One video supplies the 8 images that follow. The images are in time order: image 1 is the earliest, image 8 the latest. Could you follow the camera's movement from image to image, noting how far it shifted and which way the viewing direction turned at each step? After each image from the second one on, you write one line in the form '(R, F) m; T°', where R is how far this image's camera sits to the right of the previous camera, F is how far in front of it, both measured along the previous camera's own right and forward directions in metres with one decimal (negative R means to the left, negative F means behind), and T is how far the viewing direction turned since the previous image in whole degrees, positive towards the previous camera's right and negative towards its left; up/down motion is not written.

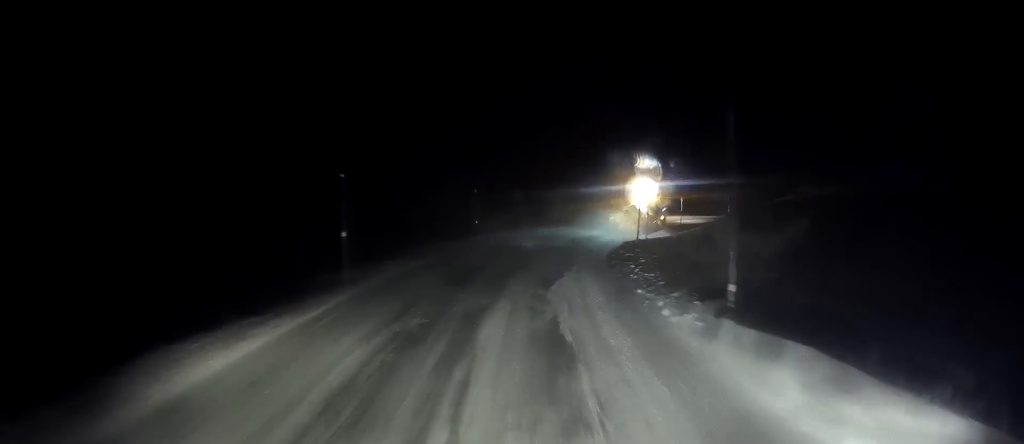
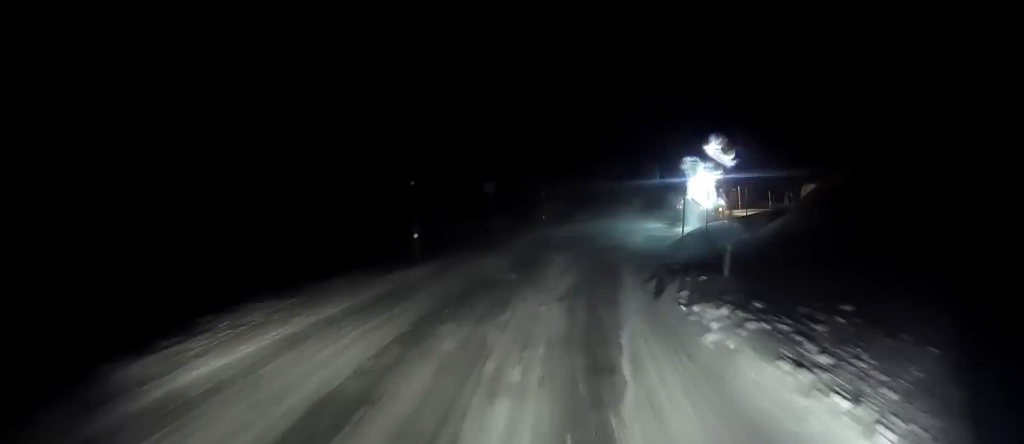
(+0.4, +13.3) m; +2°
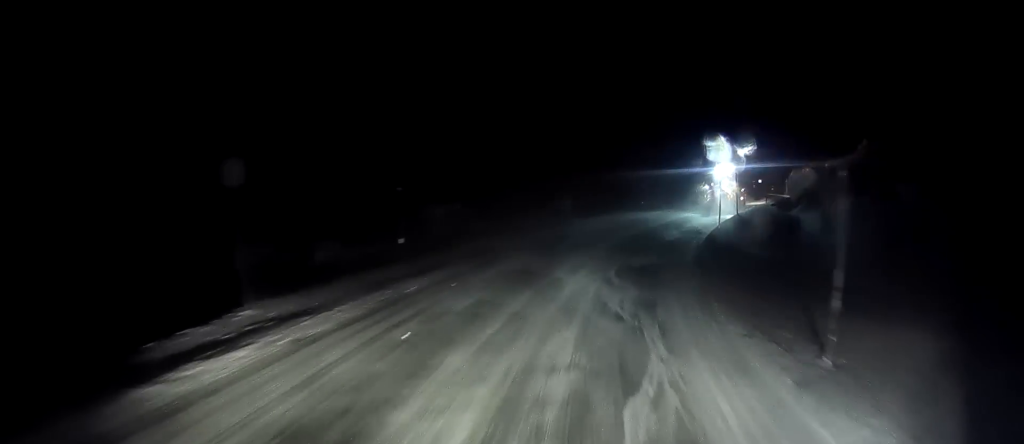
(+0.5, +18.6) m; +9°
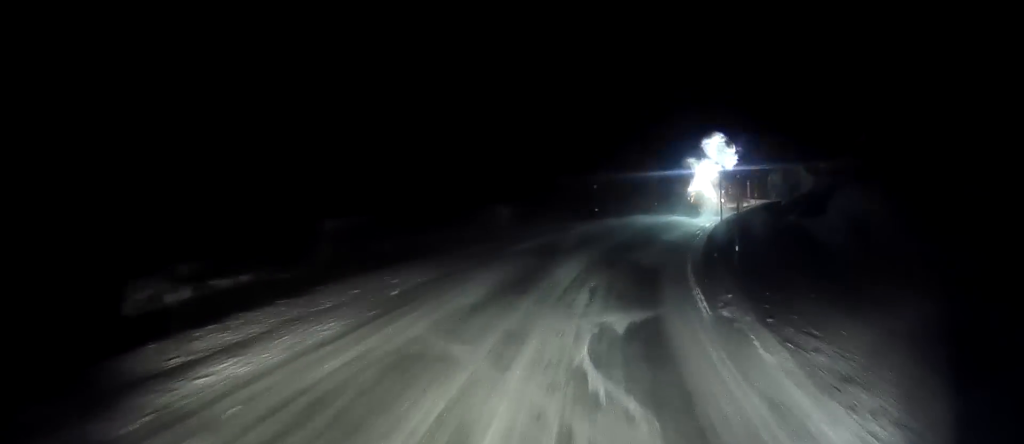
(+0.4, +7.9) m; +9°
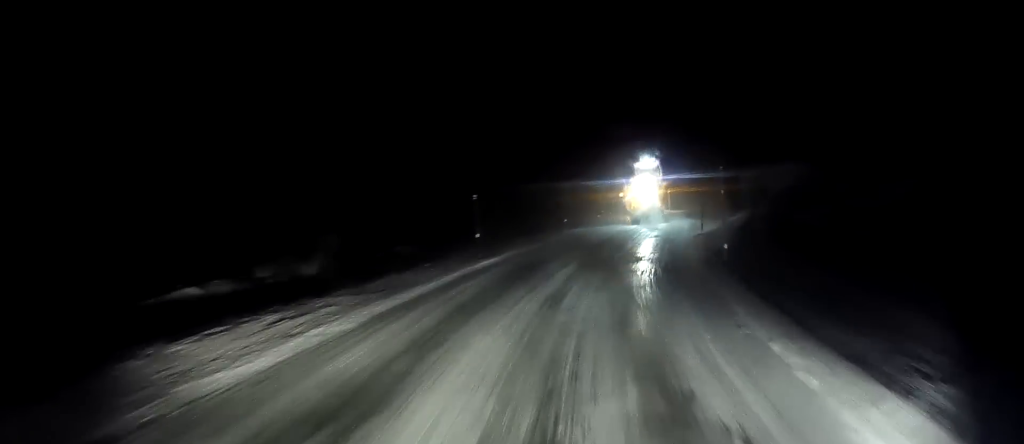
(+1.5, +14.6) m; +8°
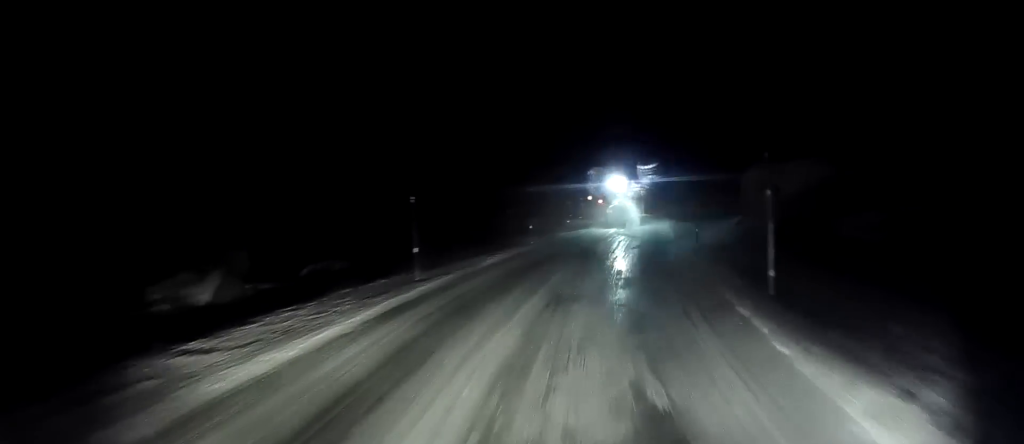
(-0.3, +5.5) m; +2°
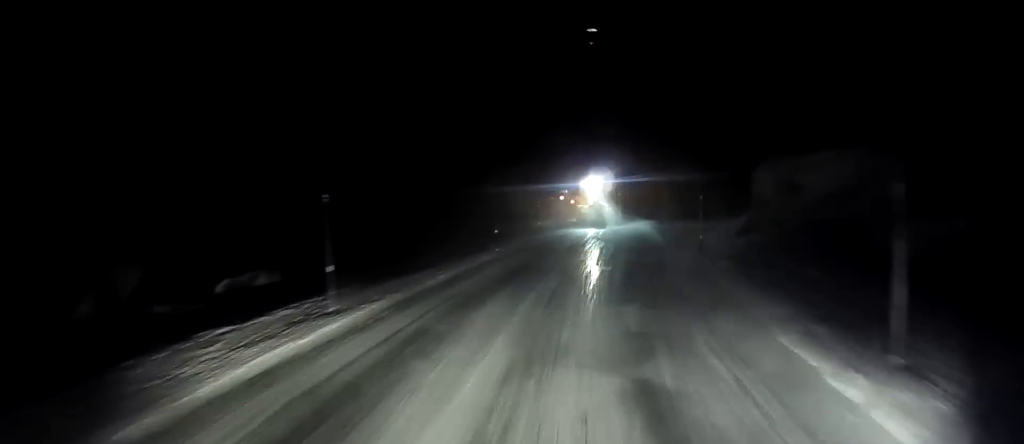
(+0.3, +4.8) m; +2°
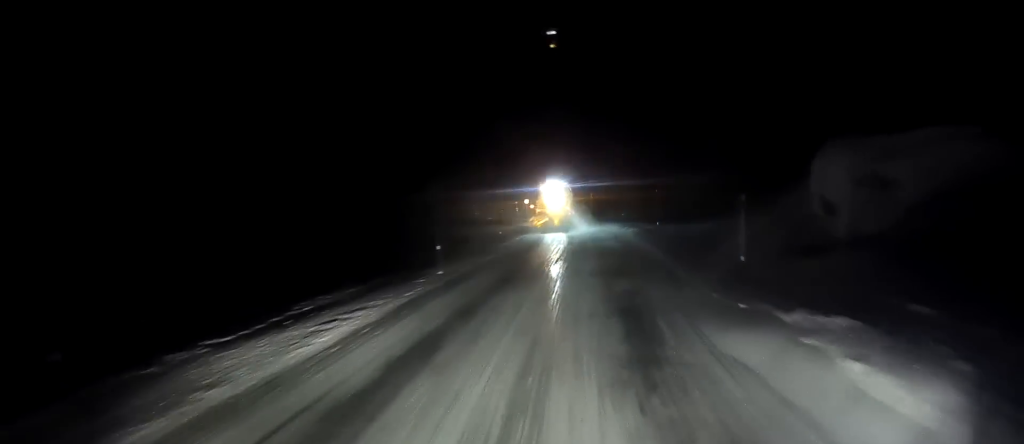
(+0.4, +7.1) m; +4°
